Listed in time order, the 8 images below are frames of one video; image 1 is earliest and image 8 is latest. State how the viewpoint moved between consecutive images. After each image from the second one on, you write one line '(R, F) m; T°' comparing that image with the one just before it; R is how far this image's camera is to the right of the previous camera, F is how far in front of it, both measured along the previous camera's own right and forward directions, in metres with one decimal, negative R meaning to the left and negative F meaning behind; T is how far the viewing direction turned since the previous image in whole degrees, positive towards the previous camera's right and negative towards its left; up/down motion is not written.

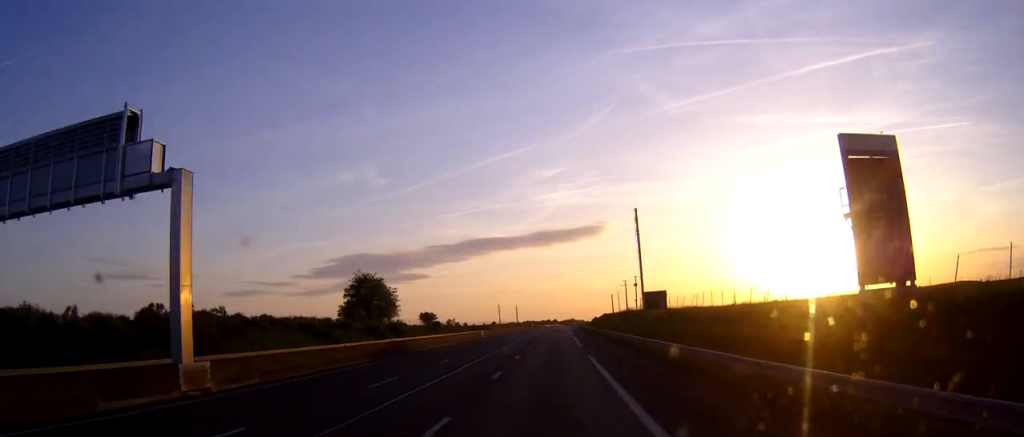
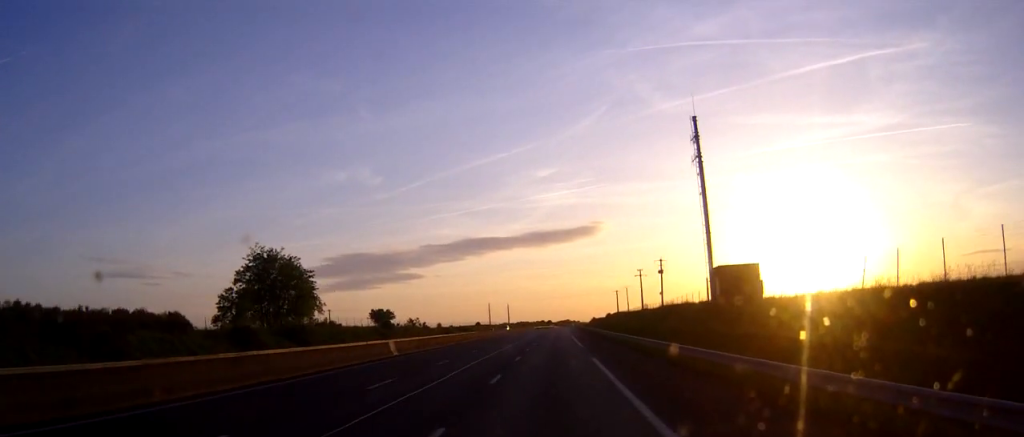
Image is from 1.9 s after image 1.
(+0.1, +52.9) m; 0°
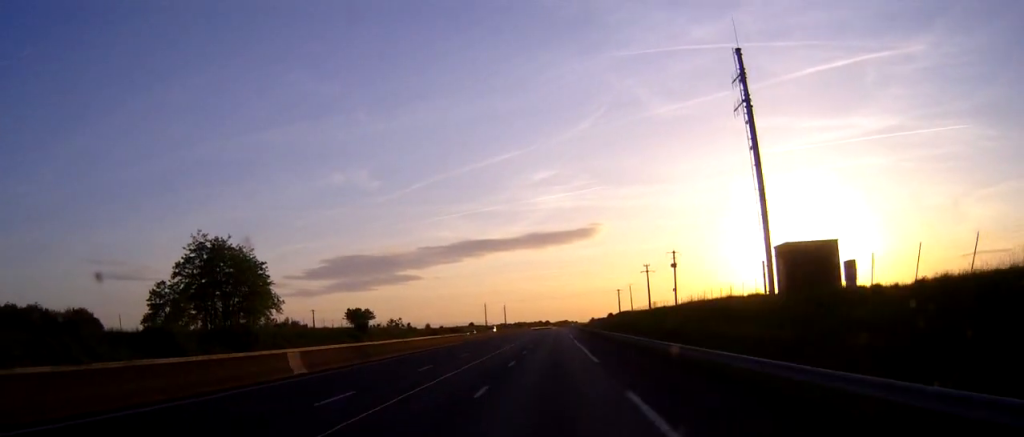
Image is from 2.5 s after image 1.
(0.0, +17.6) m; 0°
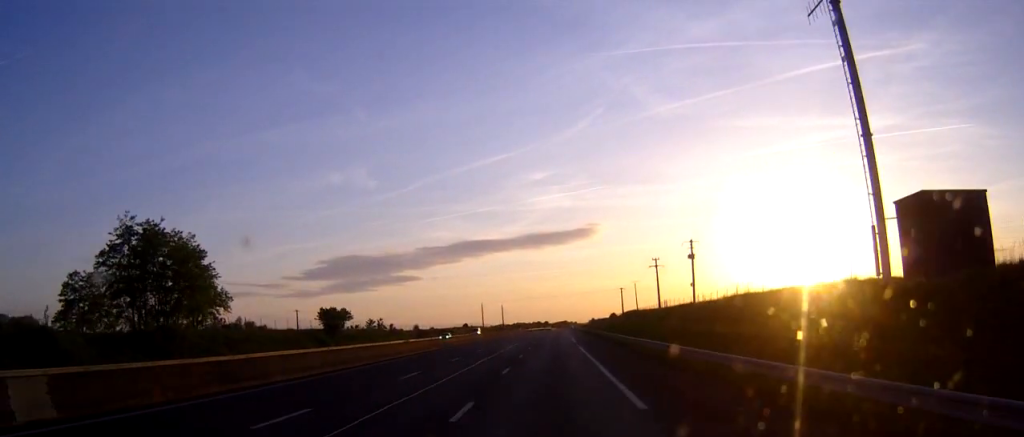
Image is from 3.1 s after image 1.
(0.0, +16.6) m; 0°
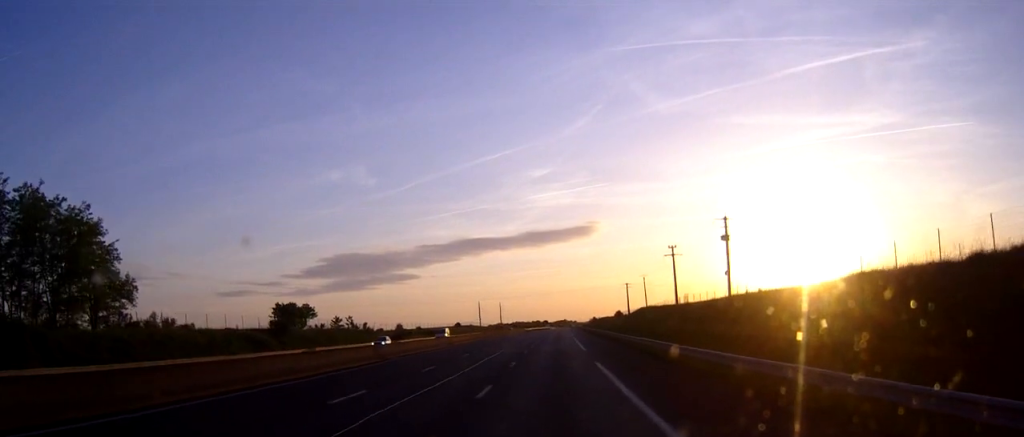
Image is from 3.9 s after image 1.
(0.0, +21.2) m; 0°
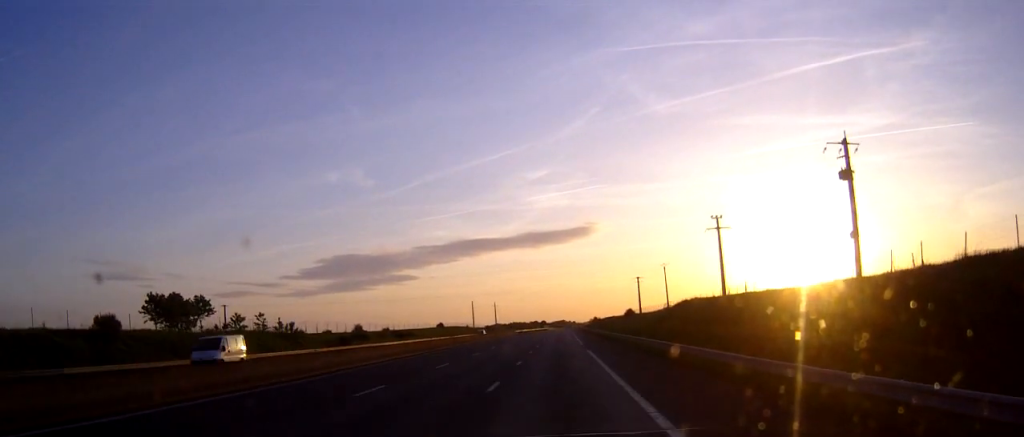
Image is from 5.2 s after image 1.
(0.0, +36.9) m; 0°
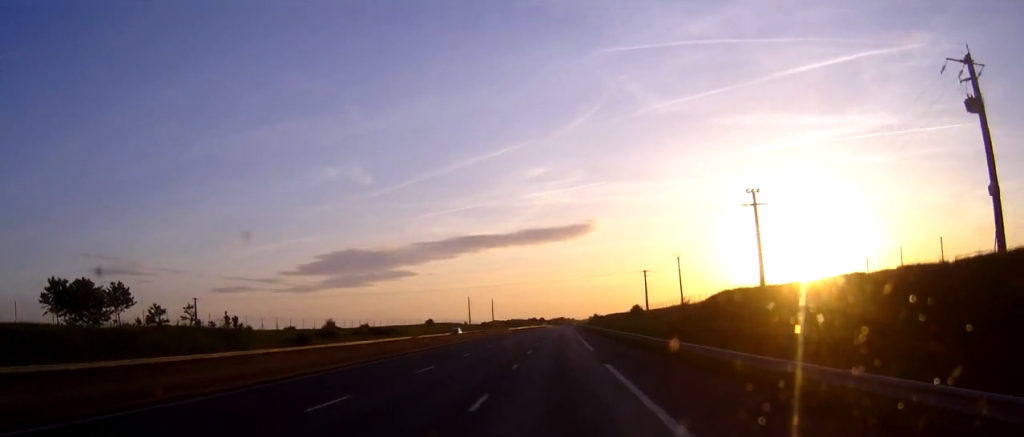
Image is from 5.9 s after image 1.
(0.0, +17.5) m; 0°
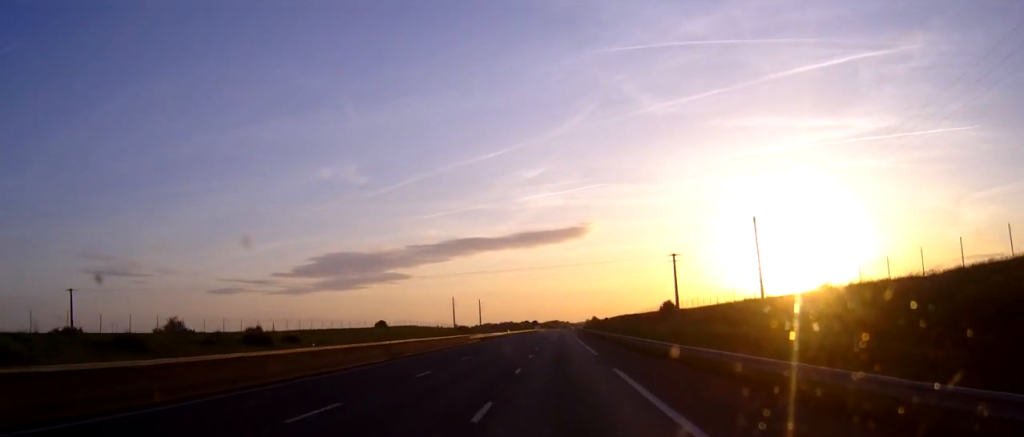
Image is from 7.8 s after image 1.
(+0.1, +53.5) m; 0°
